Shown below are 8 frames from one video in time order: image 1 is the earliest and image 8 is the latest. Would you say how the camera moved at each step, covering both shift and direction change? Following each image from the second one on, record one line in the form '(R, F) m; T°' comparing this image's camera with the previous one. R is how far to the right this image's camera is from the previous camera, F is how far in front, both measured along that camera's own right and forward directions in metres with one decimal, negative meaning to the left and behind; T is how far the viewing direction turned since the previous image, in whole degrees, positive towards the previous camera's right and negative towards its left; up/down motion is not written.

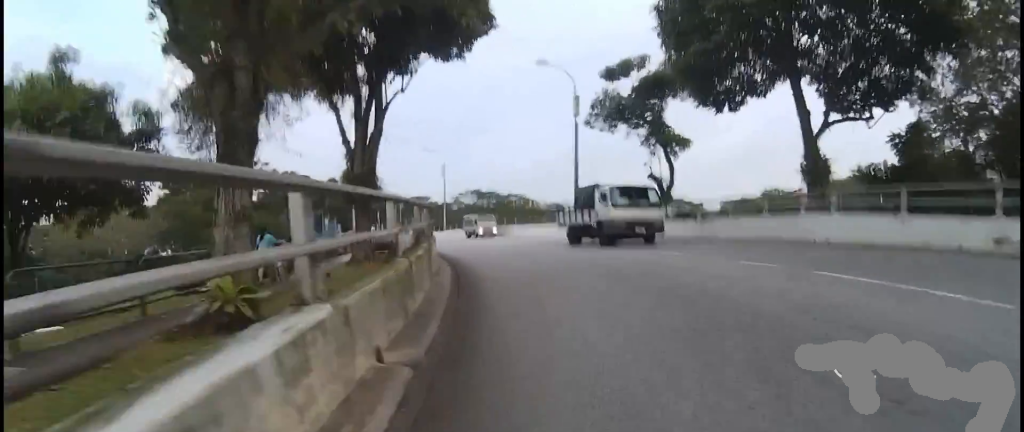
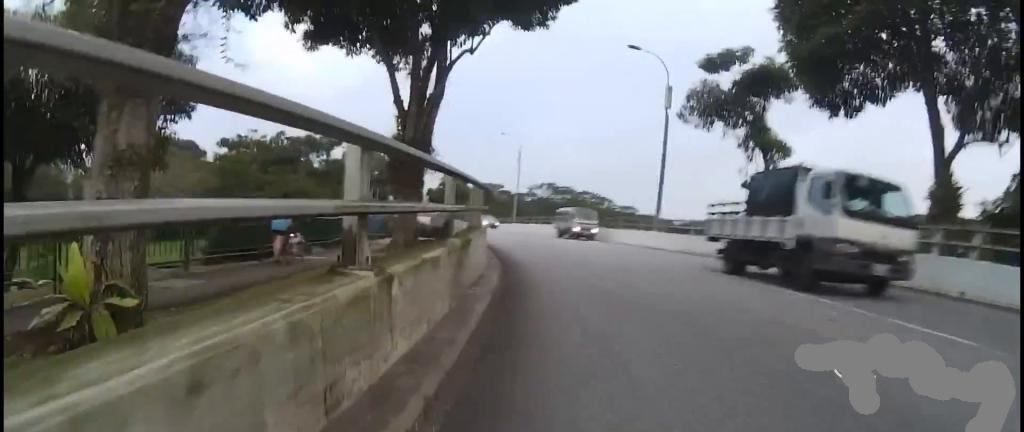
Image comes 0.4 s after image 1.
(-0.4, +3.1) m; -4°
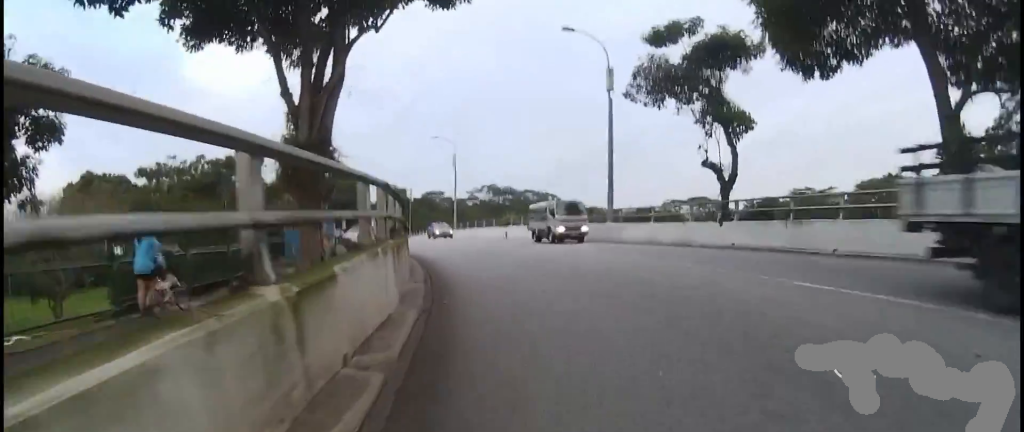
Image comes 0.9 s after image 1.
(-0.2, +3.1) m; -4°
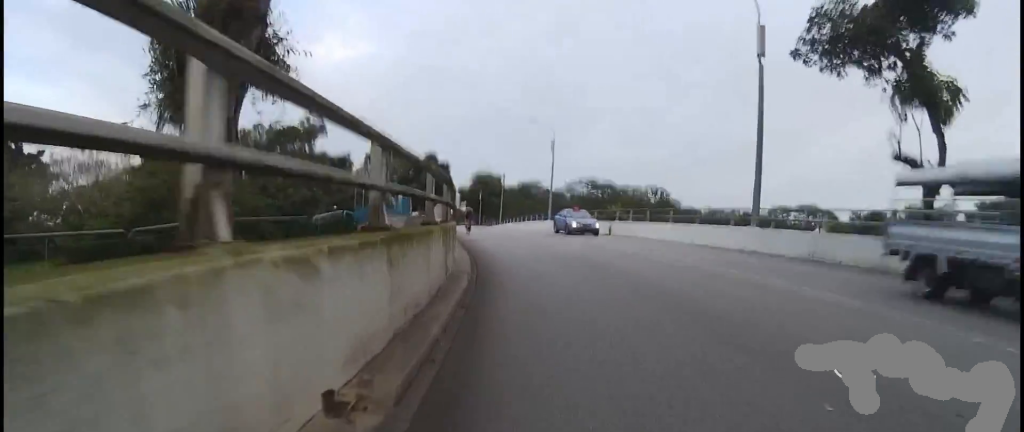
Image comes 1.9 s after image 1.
(-0.1, +7.2) m; -1°
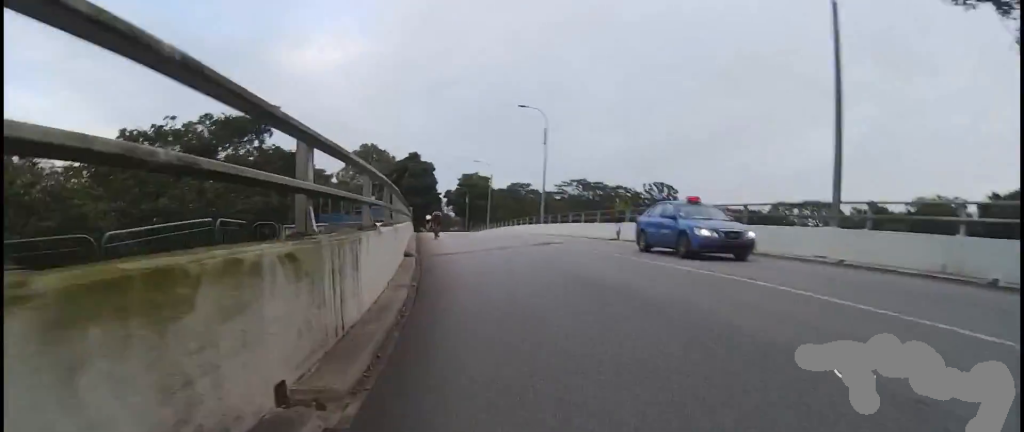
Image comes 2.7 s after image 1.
(0.0, +6.2) m; -10°
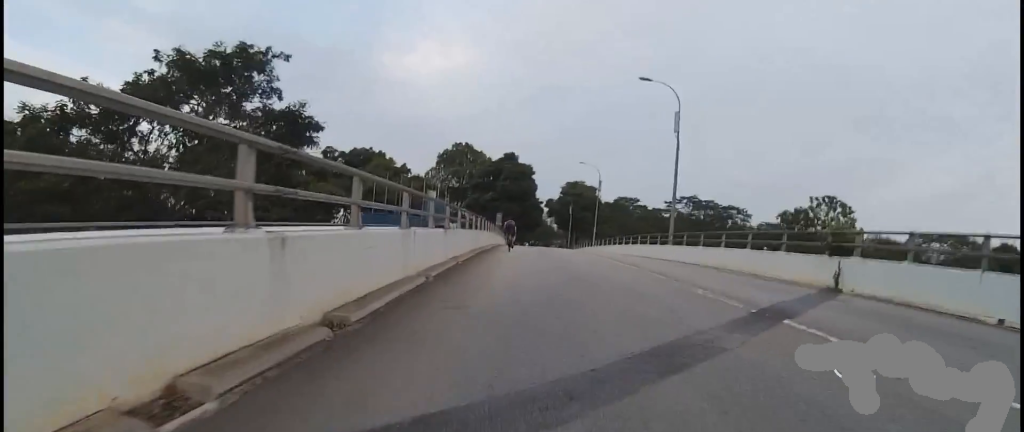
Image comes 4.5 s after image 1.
(-1.3, +13.2) m; -5°
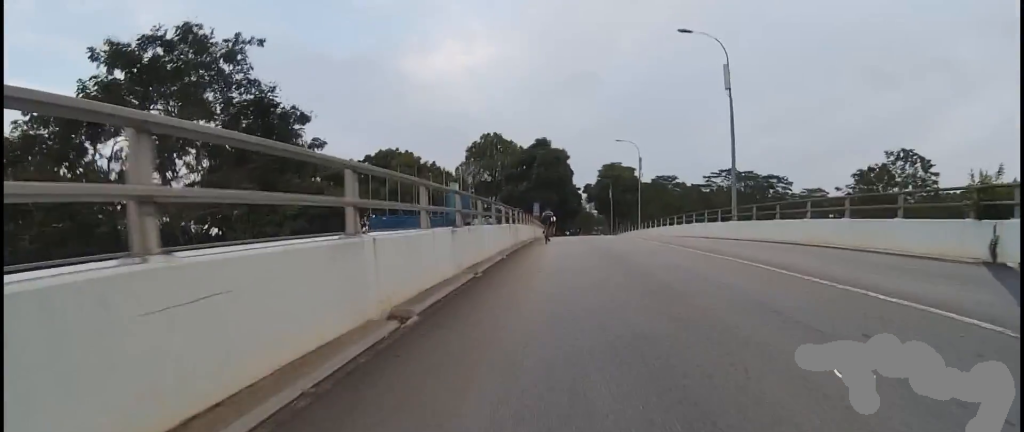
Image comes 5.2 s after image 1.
(+0.1, +4.8) m; 0°
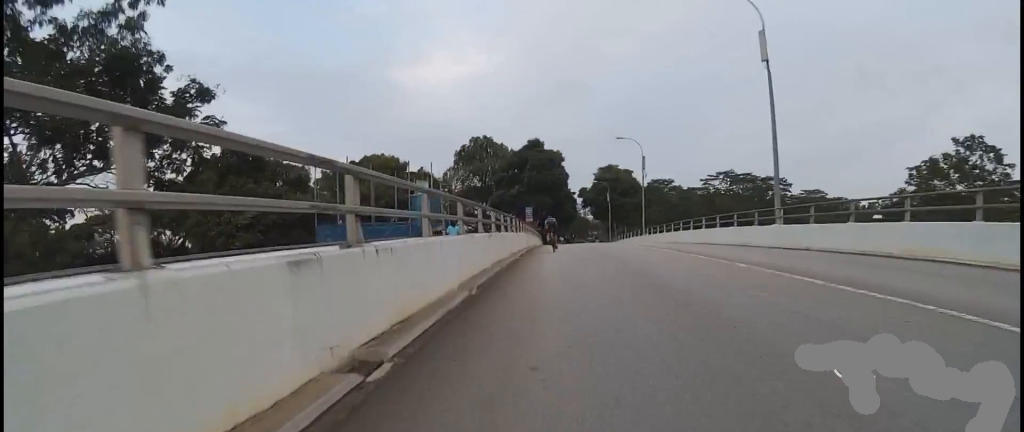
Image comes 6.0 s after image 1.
(-0.6, +6.5) m; 0°
